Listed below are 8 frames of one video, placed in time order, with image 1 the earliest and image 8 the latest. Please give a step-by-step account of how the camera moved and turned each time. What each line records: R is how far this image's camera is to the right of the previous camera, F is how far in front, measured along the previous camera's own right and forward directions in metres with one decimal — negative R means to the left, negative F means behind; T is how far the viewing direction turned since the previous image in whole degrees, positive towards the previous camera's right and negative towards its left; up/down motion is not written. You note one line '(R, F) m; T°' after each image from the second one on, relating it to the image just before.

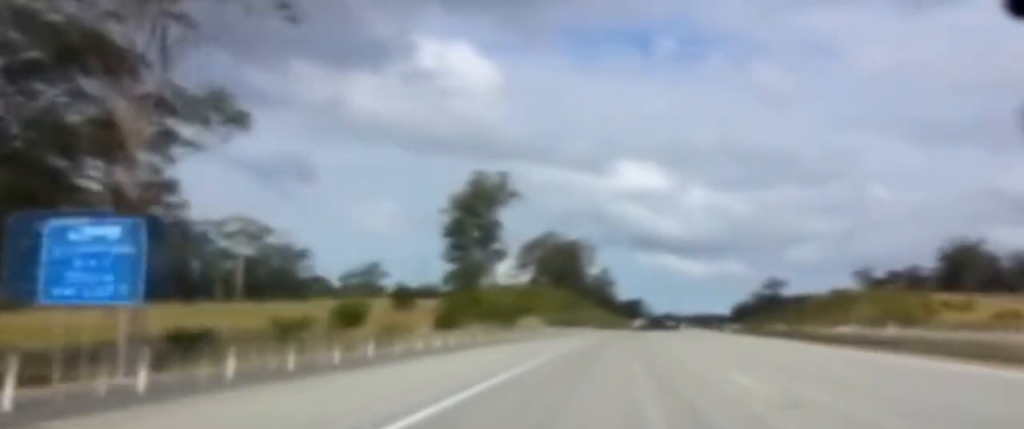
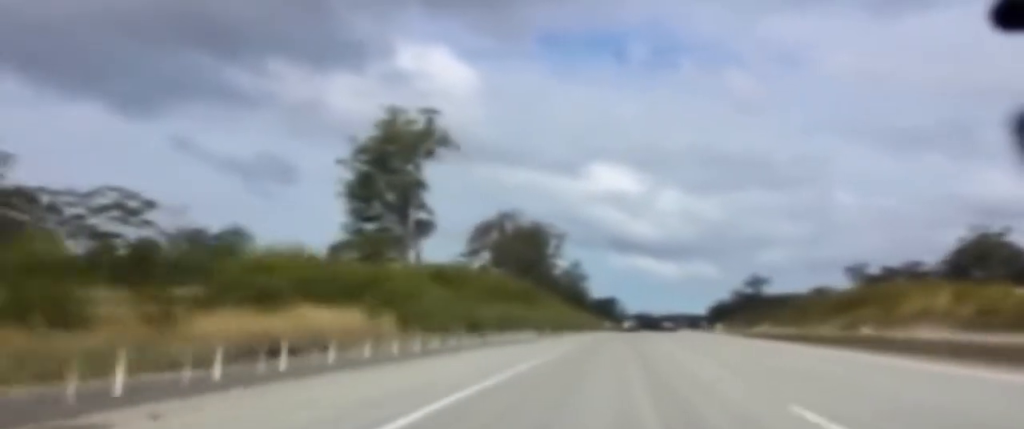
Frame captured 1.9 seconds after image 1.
(+1.0, +56.3) m; +2°
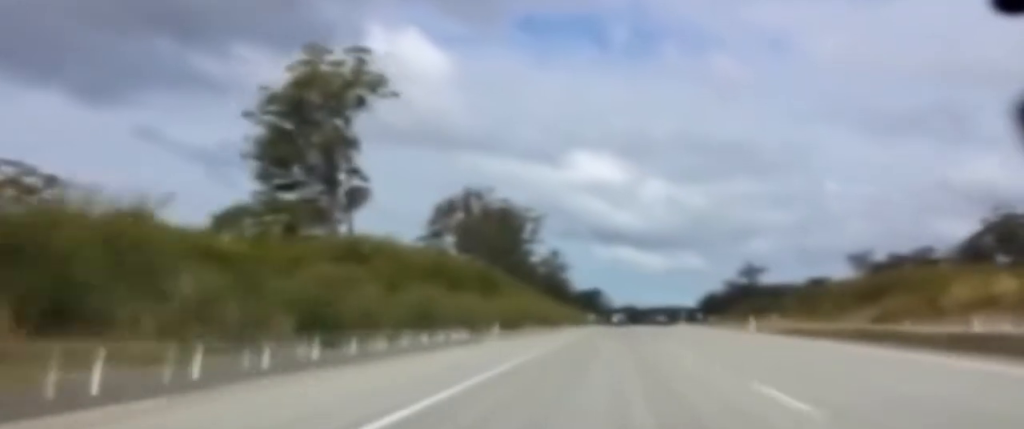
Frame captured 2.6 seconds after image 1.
(+0.2, +23.1) m; +1°
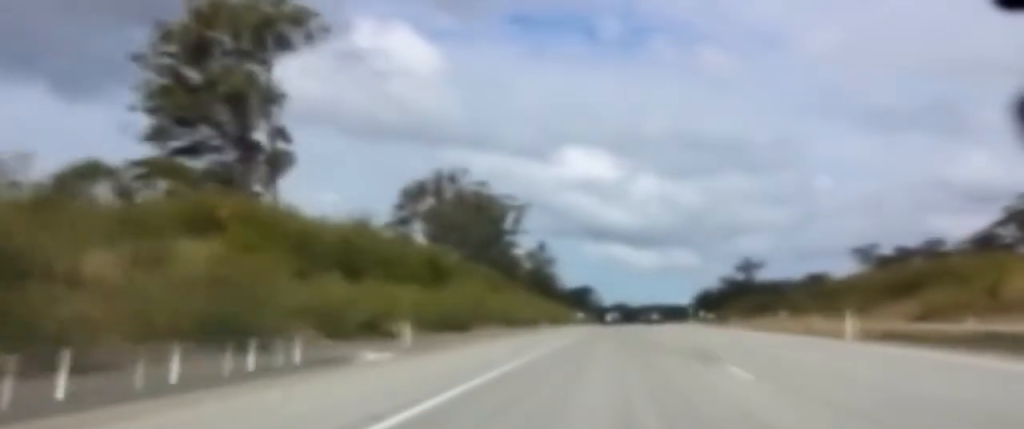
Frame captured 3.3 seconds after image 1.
(+0.1, +21.1) m; +1°
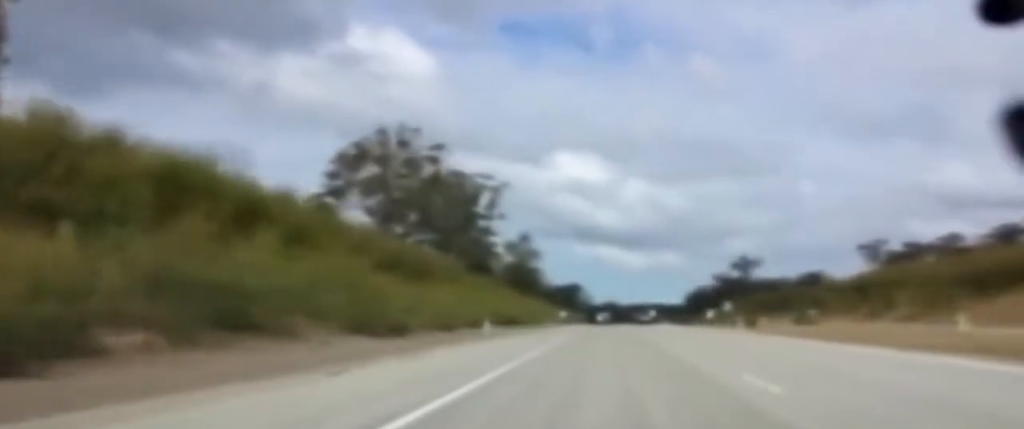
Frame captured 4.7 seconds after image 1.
(+0.2, +40.1) m; 0°
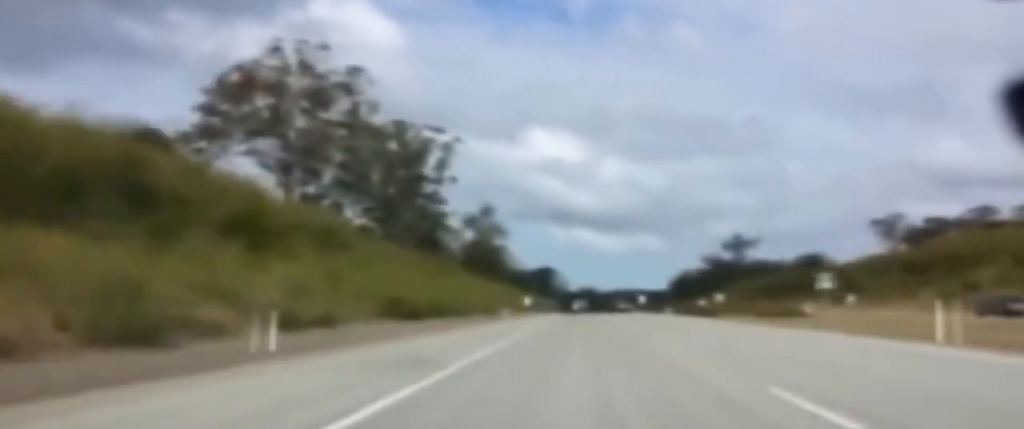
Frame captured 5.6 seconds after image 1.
(-0.2, +29.1) m; 0°
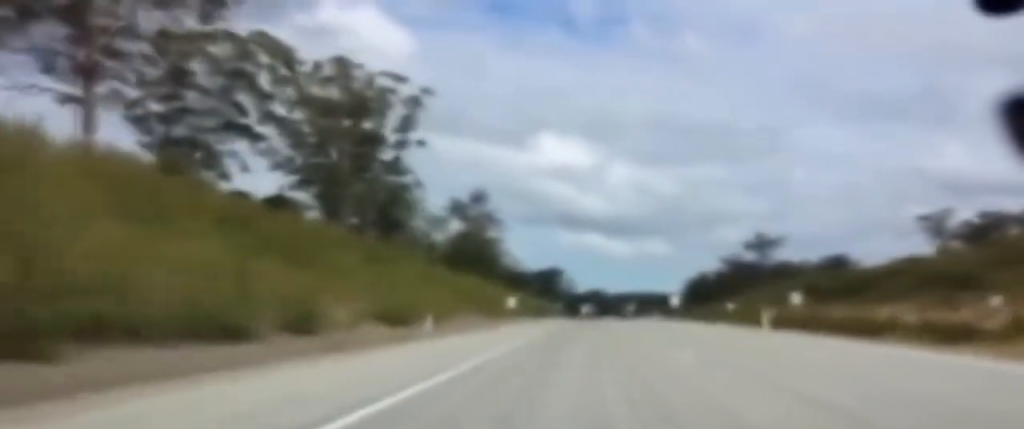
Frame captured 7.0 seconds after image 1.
(+0.3, +41.3) m; +1°
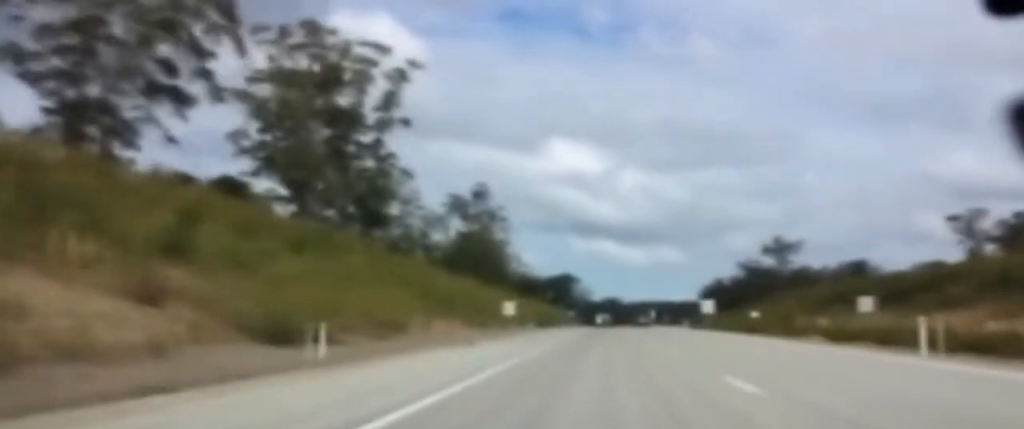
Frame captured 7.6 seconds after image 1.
(0.0, +17.2) m; 0°
